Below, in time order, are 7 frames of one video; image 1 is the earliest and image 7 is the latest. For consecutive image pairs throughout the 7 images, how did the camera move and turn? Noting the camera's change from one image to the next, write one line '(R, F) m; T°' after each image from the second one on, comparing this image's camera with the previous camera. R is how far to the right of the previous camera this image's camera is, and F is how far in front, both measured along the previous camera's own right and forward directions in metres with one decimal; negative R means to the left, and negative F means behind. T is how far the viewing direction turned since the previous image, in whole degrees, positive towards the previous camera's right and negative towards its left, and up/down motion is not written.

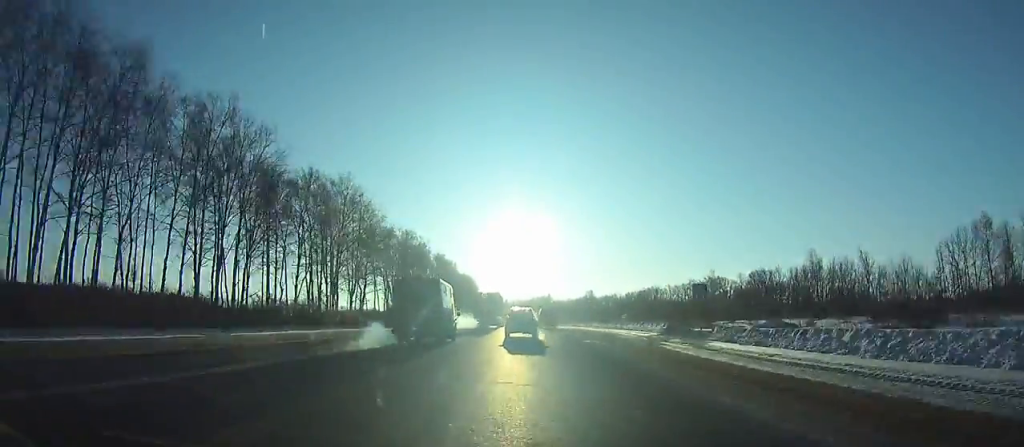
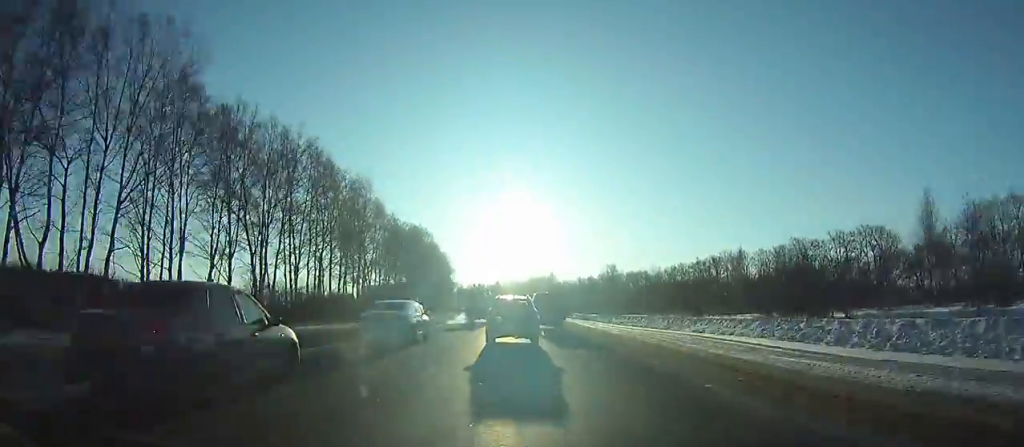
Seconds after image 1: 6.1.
(+0.2, +89.3) m; +1°
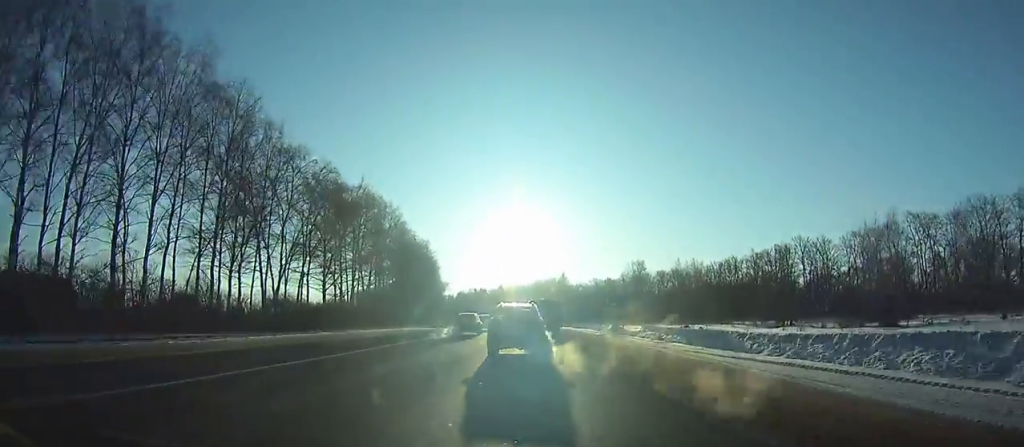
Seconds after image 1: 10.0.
(-0.1, +47.9) m; -1°
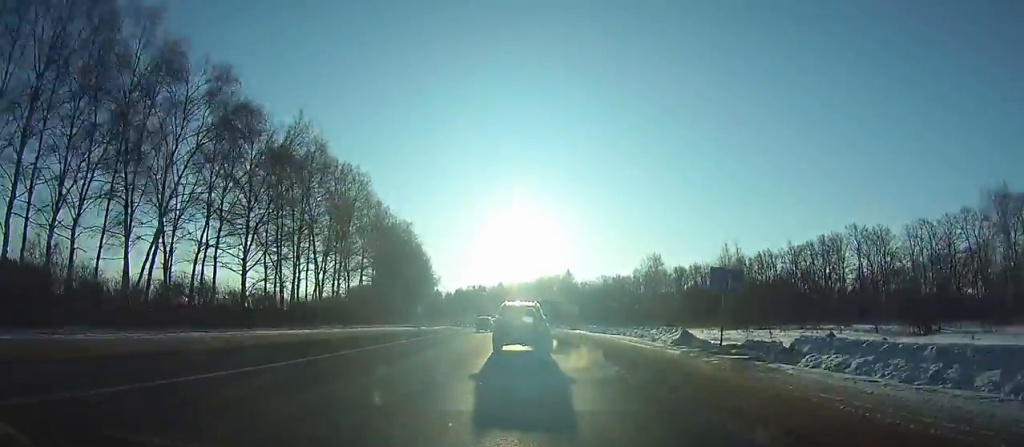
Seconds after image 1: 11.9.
(-0.2, +22.2) m; -1°
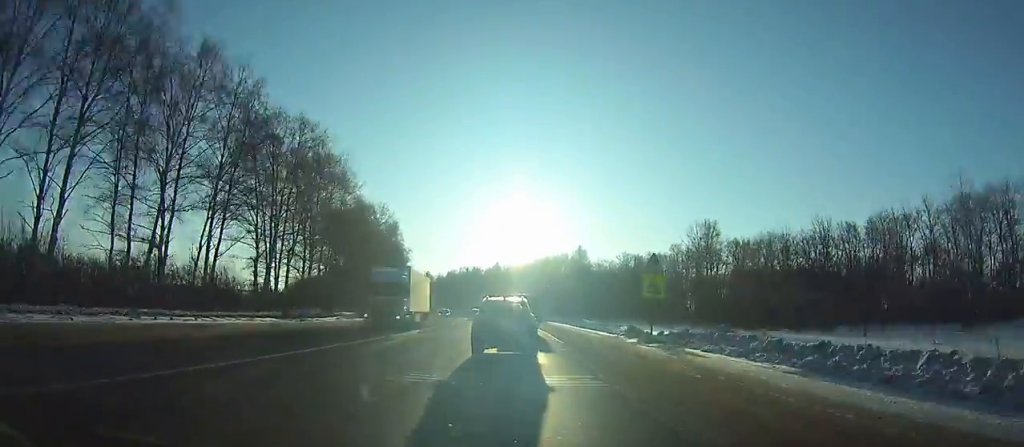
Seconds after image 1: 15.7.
(-0.4, +44.1) m; -1°
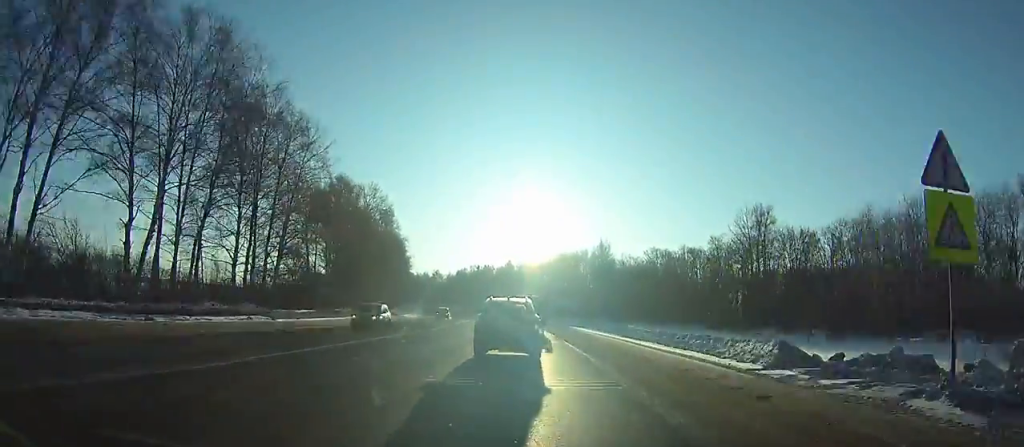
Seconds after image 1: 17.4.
(+0.1, +19.9) m; 0°
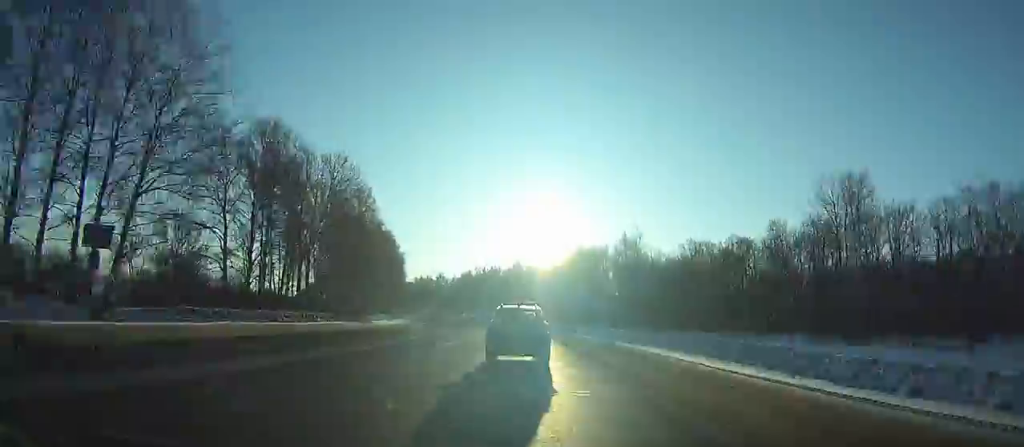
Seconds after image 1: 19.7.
(-0.2, +27.2) m; -1°
